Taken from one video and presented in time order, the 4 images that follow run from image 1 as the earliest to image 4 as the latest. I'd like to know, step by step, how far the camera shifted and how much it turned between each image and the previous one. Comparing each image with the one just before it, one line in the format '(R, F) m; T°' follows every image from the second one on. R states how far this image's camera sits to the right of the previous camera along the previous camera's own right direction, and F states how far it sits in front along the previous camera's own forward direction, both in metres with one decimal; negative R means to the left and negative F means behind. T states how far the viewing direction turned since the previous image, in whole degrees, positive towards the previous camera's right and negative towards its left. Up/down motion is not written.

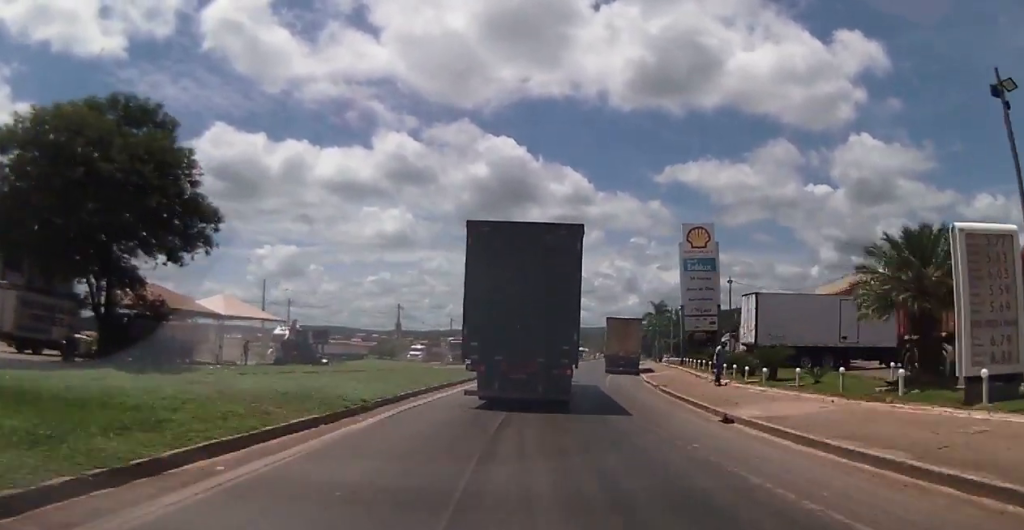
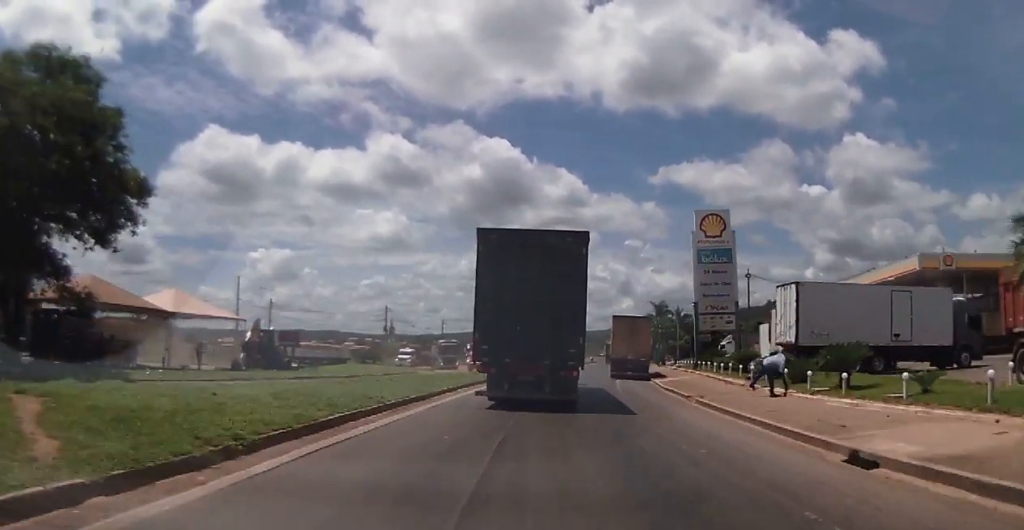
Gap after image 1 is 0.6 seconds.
(-0.2, +6.3) m; 0°
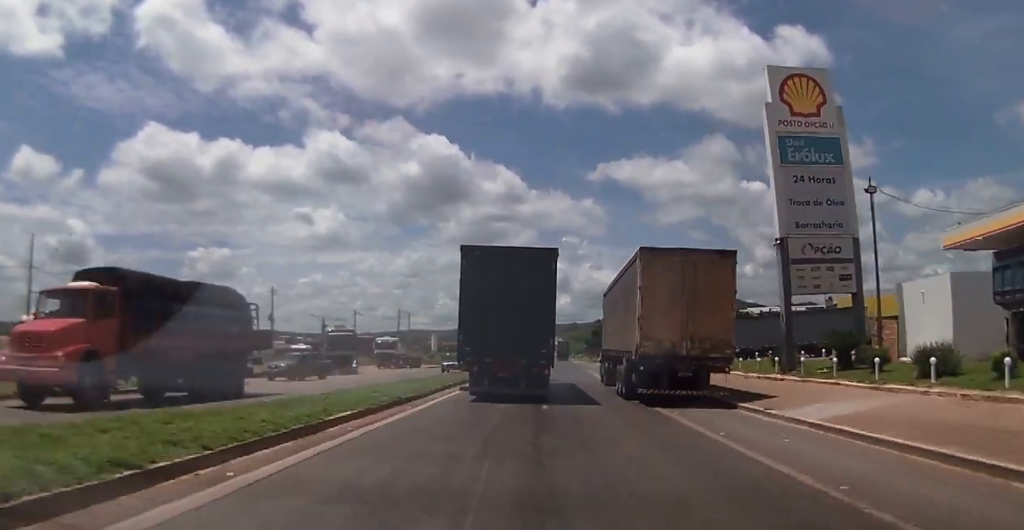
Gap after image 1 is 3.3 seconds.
(+0.1, +26.8) m; +2°
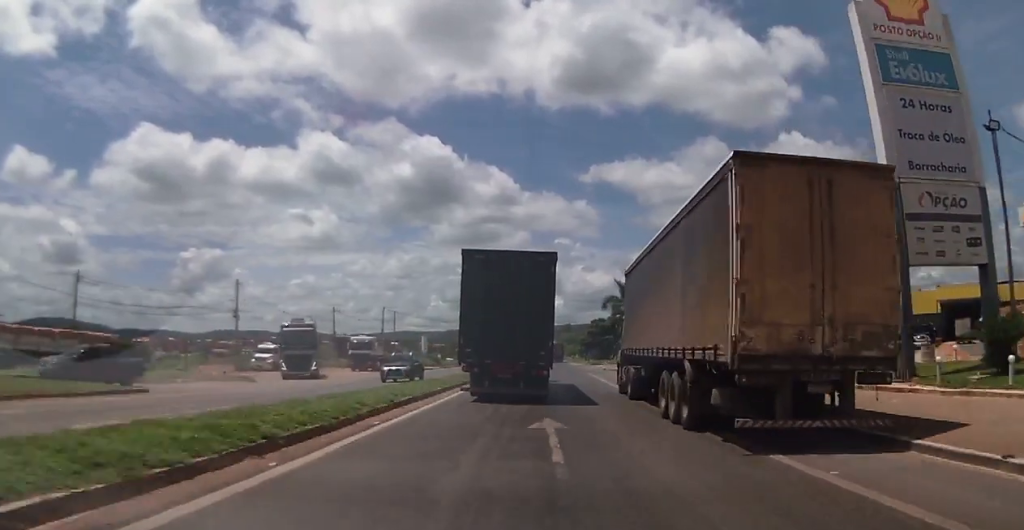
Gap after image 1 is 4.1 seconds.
(+0.3, +8.5) m; +2°
